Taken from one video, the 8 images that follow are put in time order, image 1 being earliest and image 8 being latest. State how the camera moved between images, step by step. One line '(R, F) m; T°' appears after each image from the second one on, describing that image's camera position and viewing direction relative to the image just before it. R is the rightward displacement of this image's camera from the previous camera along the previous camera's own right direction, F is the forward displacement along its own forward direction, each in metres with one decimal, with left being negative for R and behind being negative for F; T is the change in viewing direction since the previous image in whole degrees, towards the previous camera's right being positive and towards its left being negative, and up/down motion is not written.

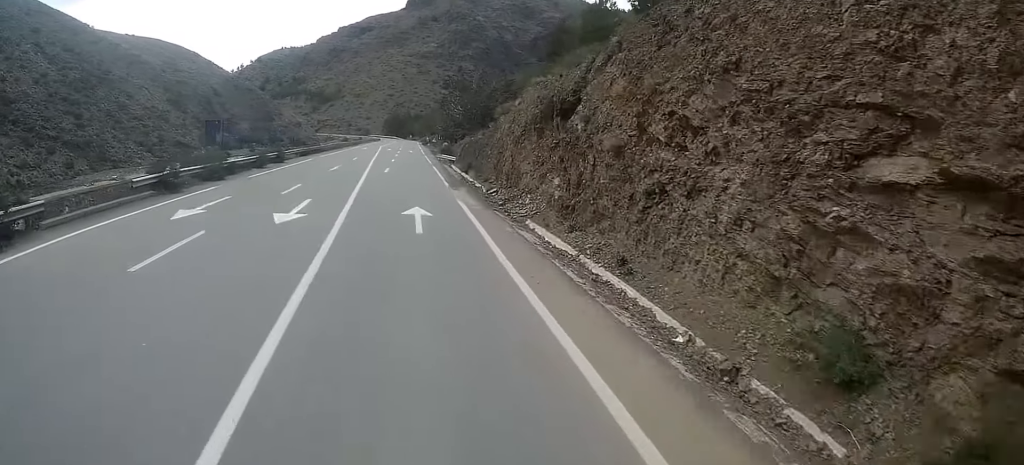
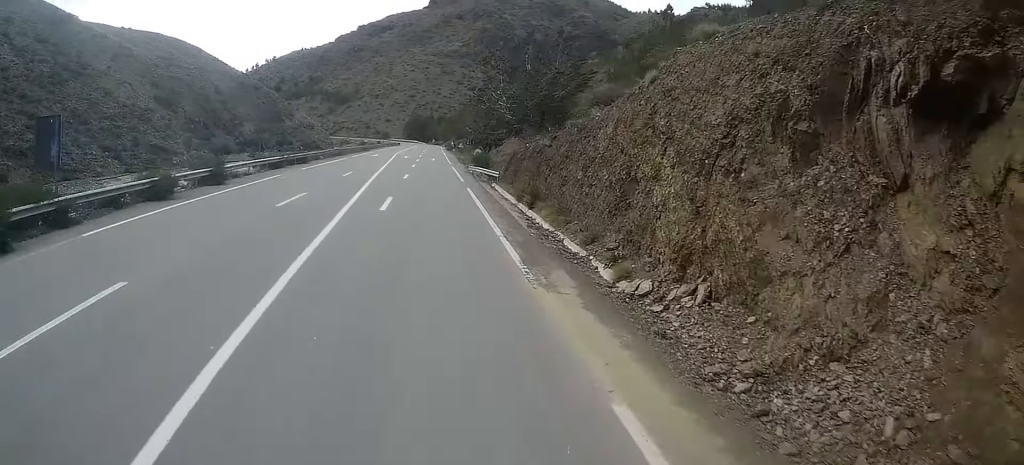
(0.0, +19.1) m; -2°
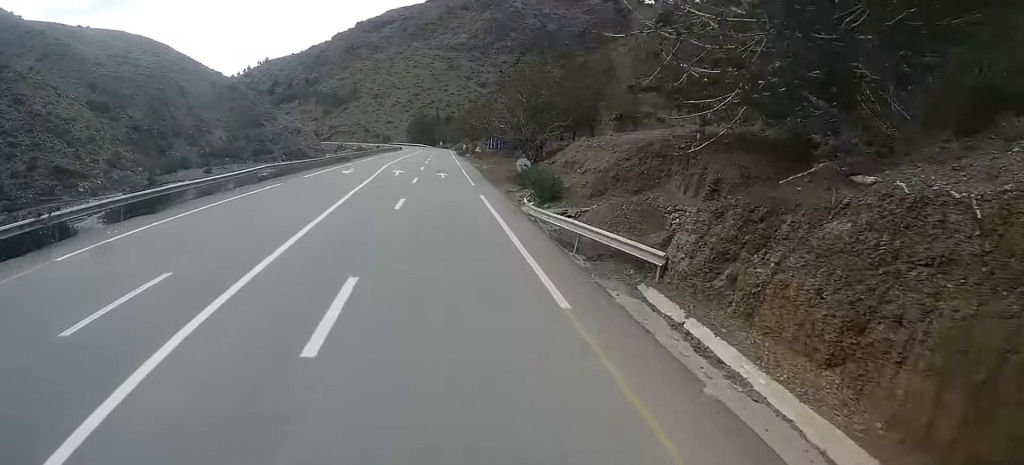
(-1.0, +29.2) m; -1°
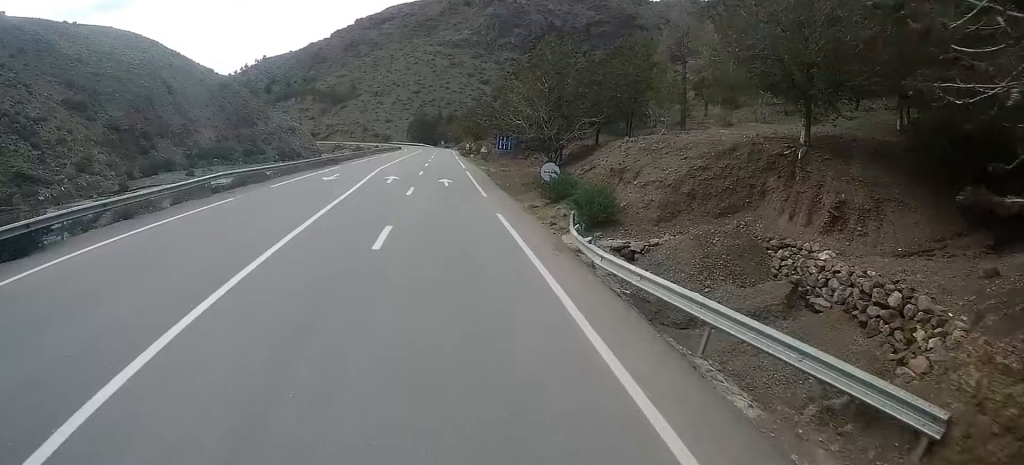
(+0.1, +7.8) m; 0°
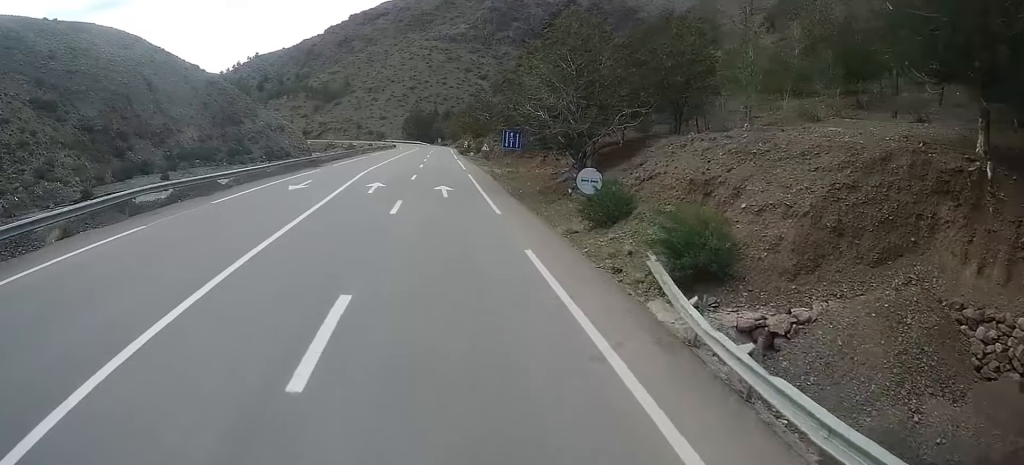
(+0.3, +7.7) m; 0°
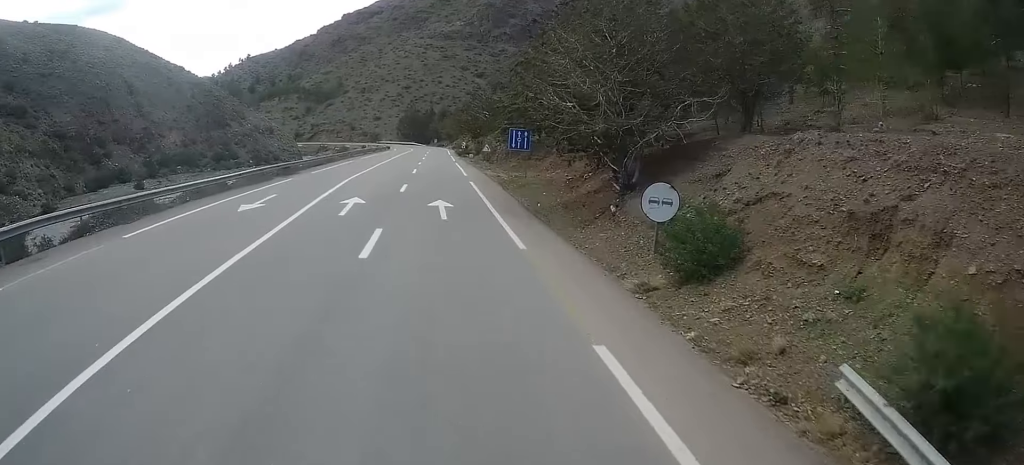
(-0.2, +6.7) m; -1°
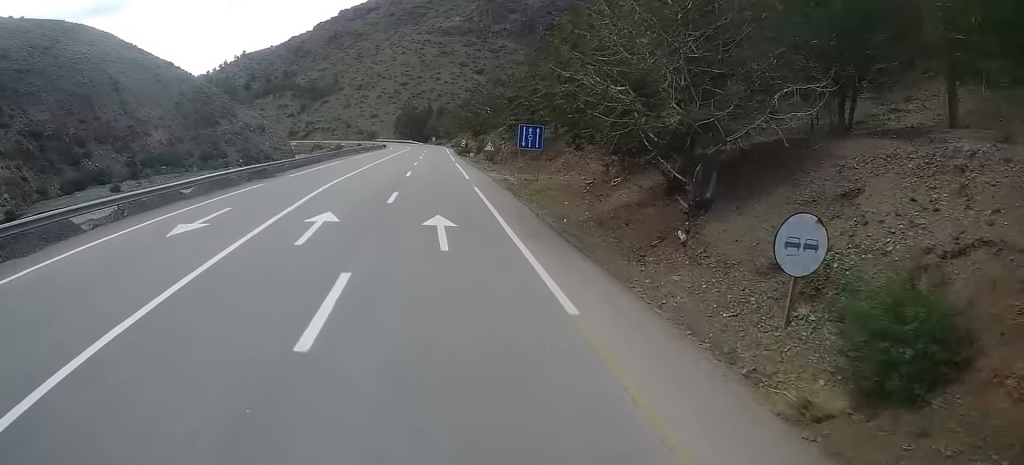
(-0.1, +5.6) m; -1°
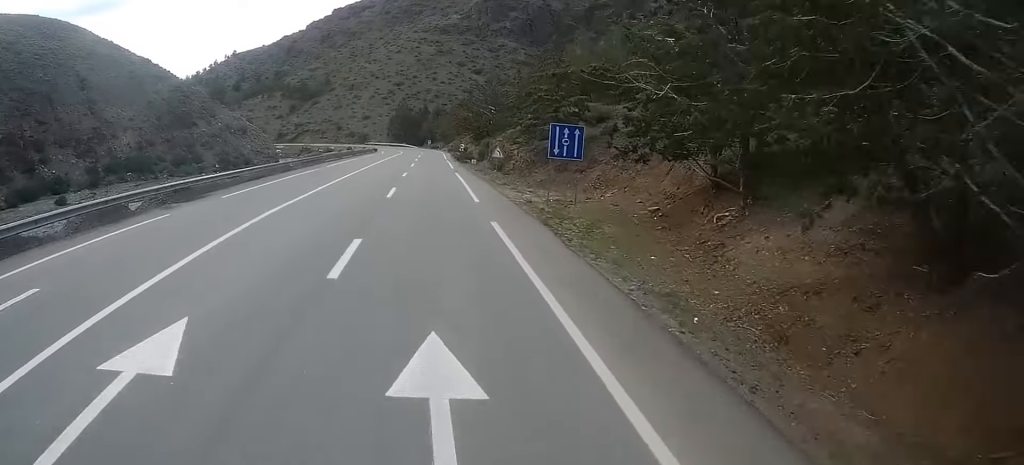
(0.0, +10.8) m; 0°
